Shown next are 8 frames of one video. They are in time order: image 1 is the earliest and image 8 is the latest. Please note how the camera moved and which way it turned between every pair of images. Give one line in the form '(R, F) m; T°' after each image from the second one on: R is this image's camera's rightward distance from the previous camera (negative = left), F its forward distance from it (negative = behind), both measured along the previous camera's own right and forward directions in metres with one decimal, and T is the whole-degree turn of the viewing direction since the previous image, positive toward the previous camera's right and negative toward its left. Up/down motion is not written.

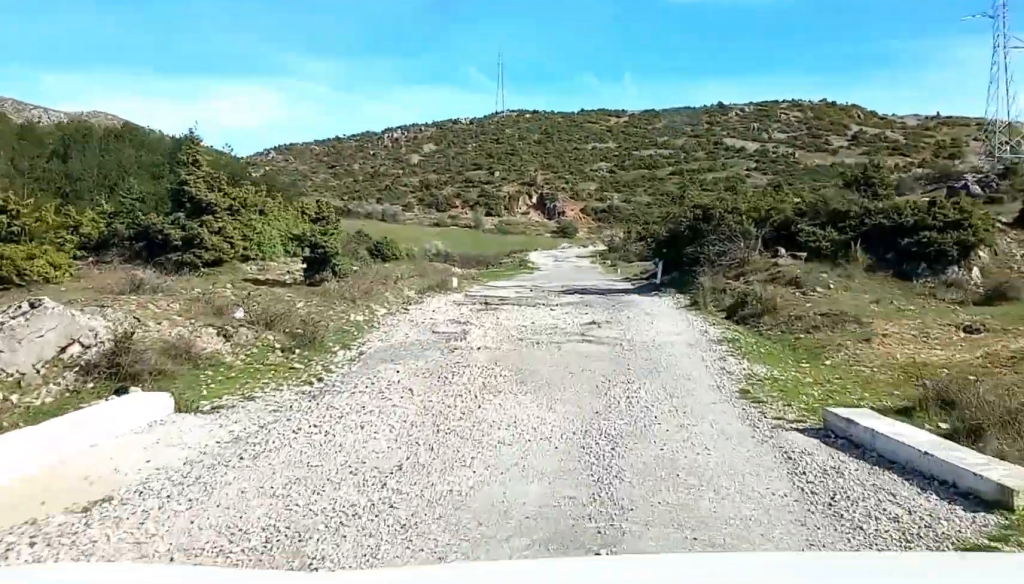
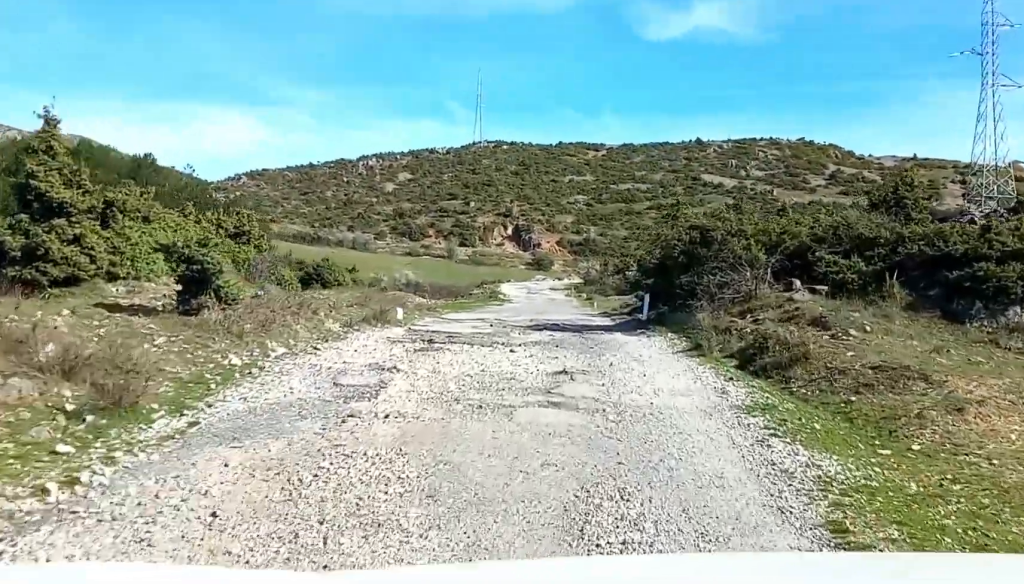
(0.0, +5.5) m; 0°
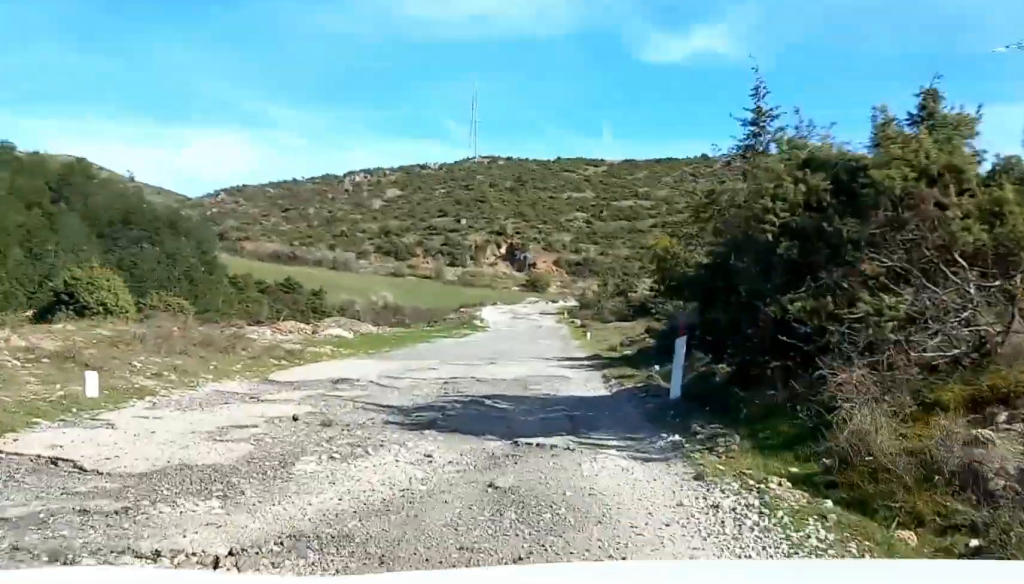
(+0.3, +13.5) m; -2°
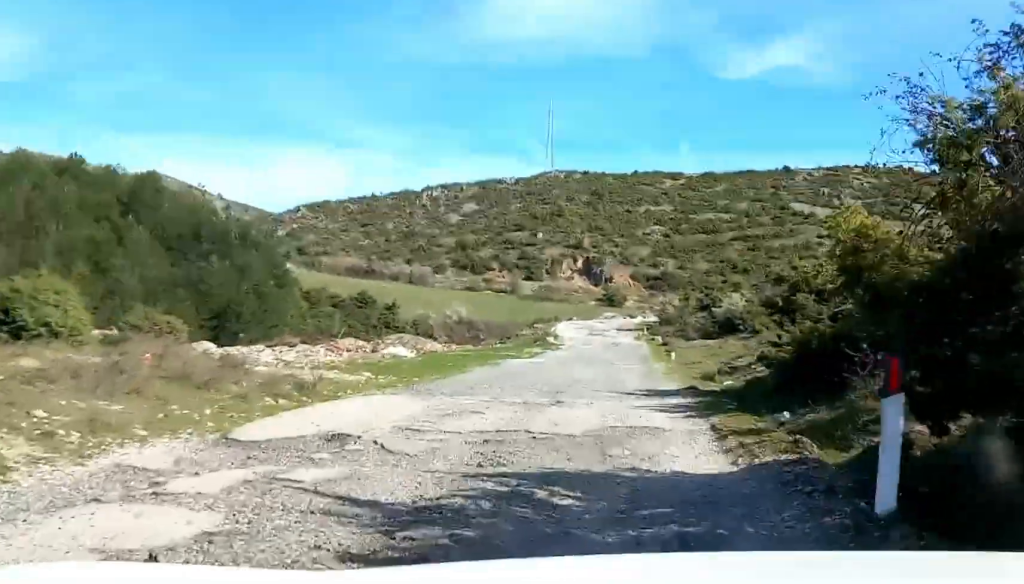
(-0.2, +5.2) m; -4°
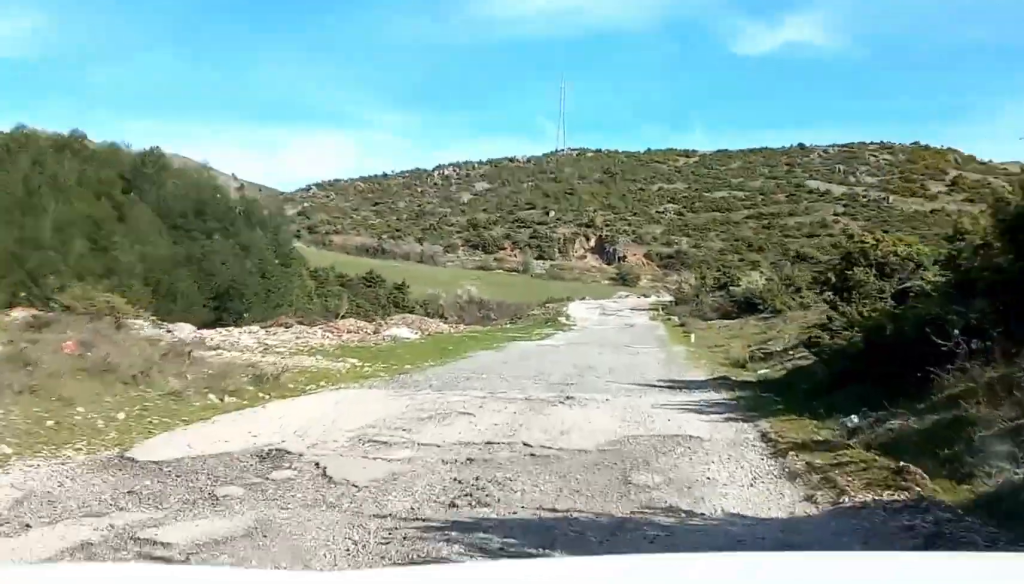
(-0.1, +3.3) m; -1°
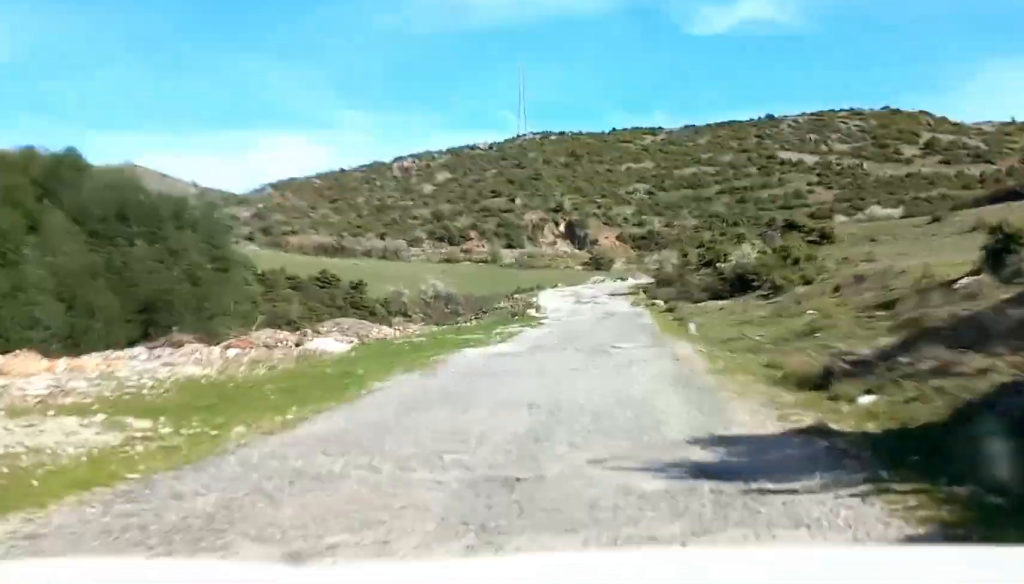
(0.0, +12.3) m; +2°
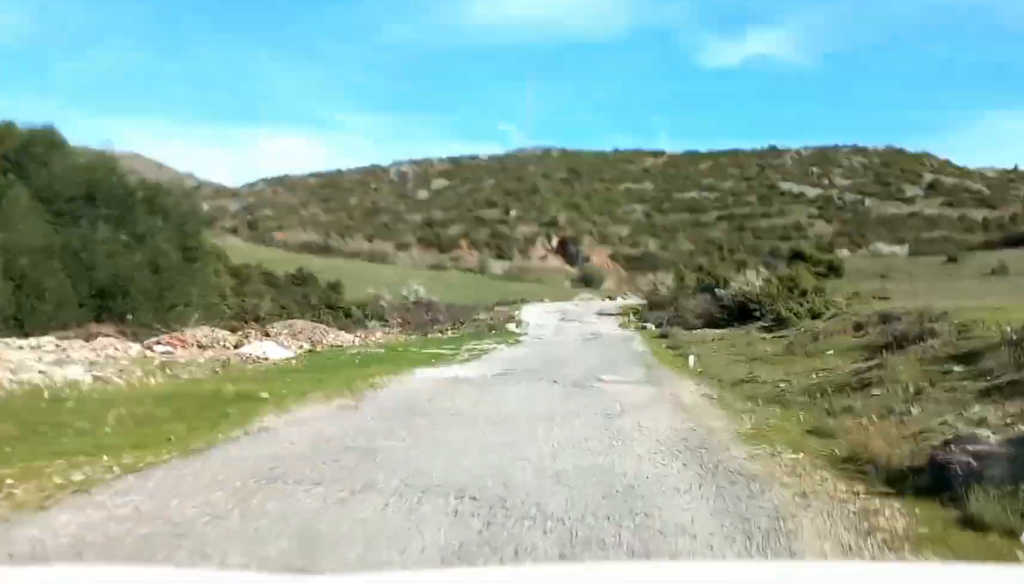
(+0.2, +6.4) m; +2°
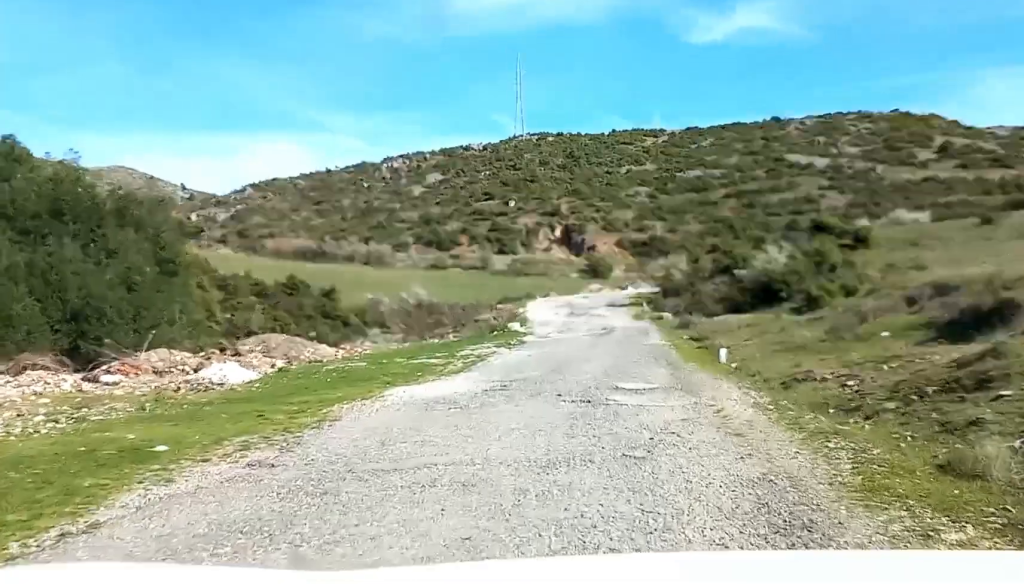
(+0.1, +4.5) m; +1°
